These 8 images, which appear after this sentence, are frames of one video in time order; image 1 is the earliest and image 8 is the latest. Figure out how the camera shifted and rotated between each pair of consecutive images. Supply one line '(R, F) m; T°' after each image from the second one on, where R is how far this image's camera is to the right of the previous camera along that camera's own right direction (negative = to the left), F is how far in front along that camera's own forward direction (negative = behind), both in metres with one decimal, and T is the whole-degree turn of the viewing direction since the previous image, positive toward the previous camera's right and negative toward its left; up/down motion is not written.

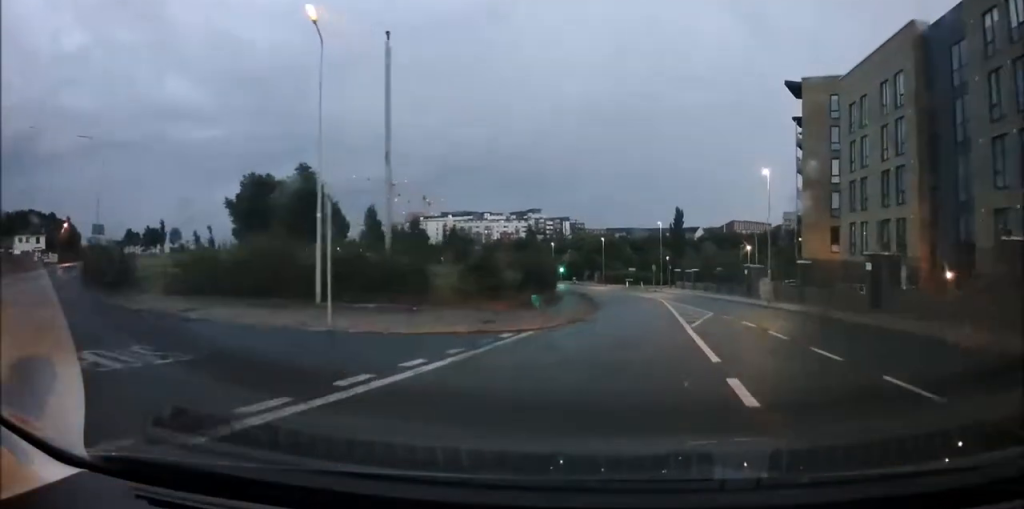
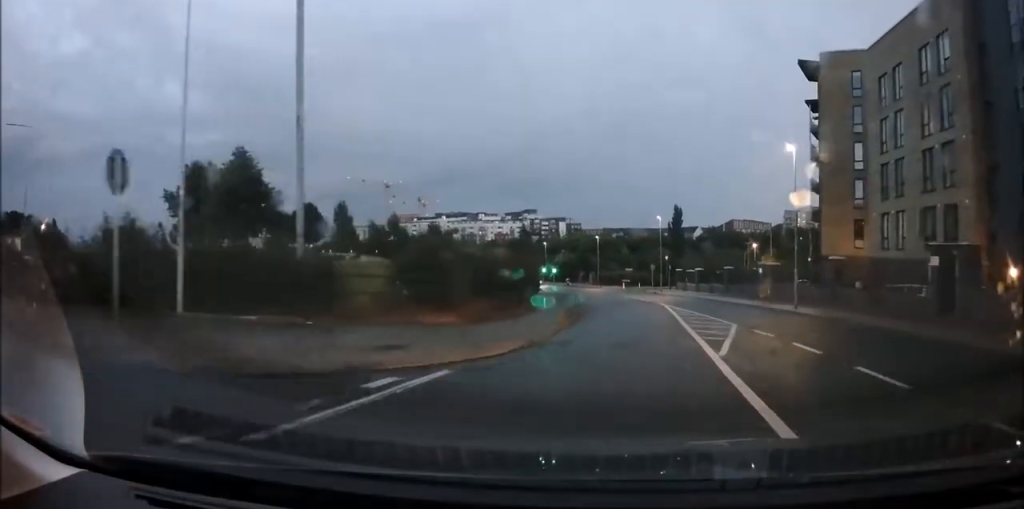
(-0.1, +6.9) m; -1°
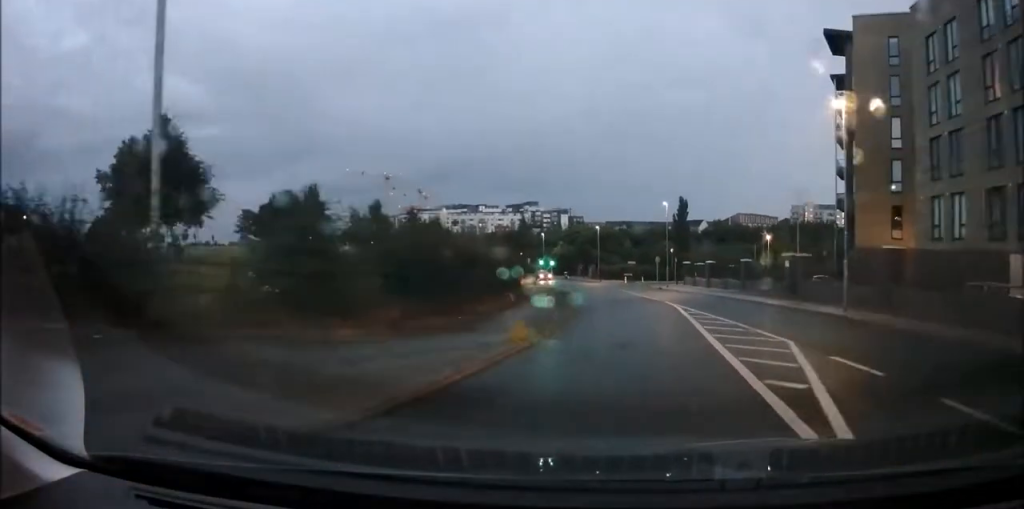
(0.0, +7.0) m; -1°
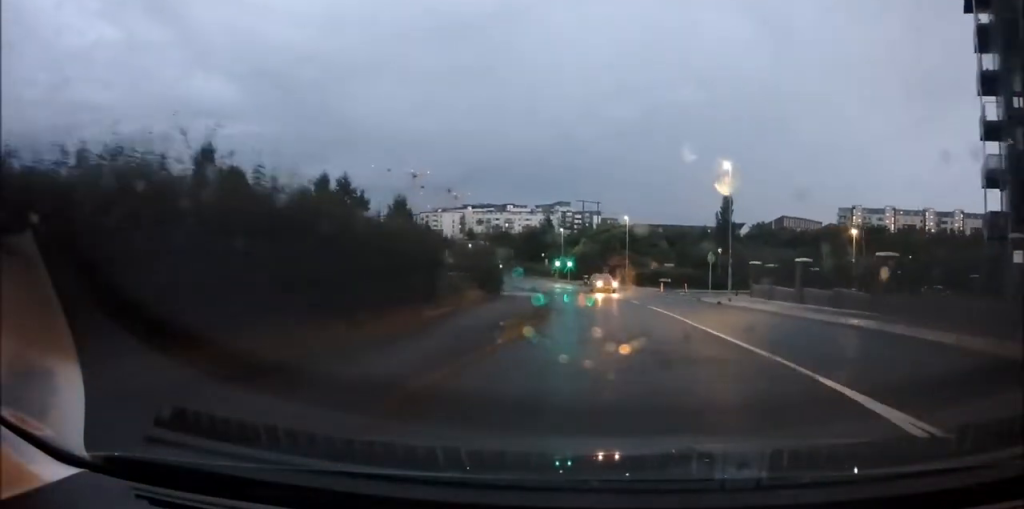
(-0.7, +21.5) m; -4°
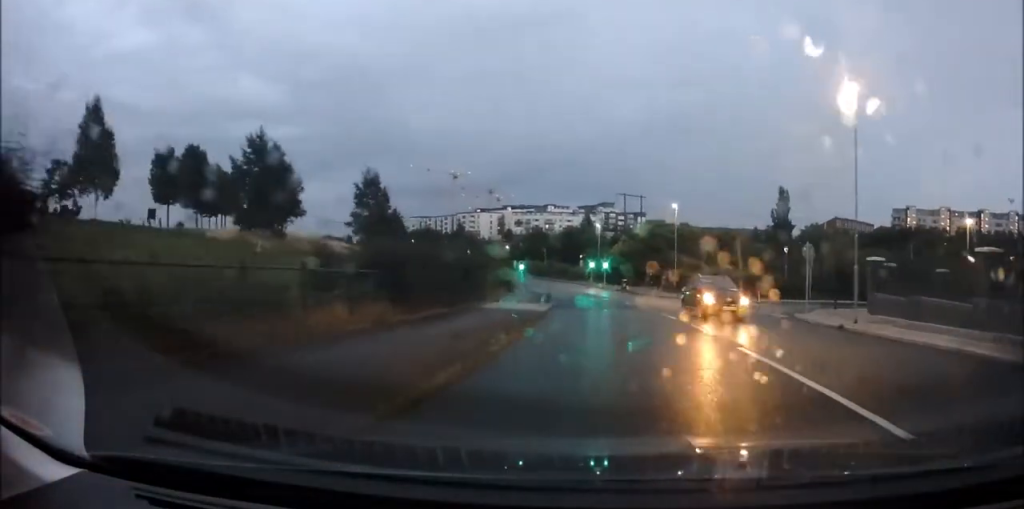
(-0.4, +15.2) m; -3°
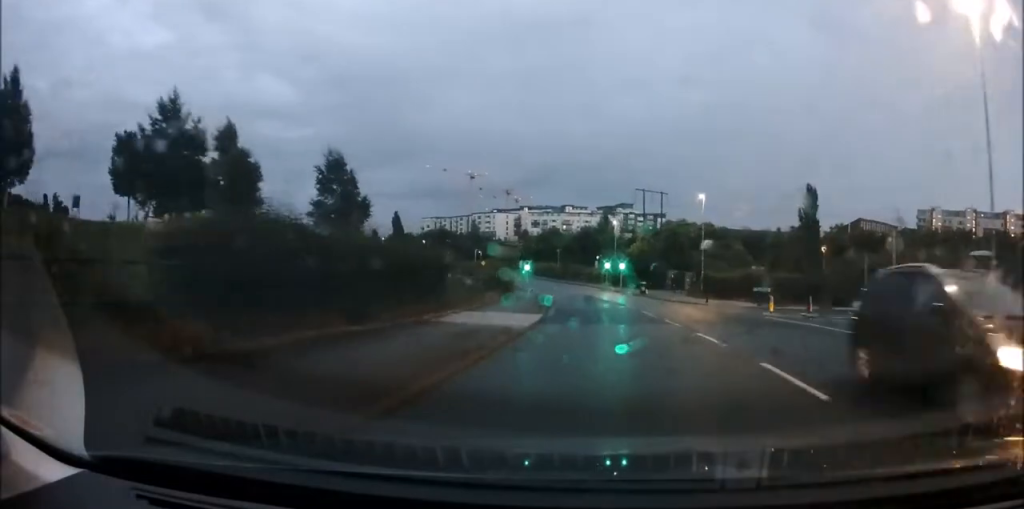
(0.0, +7.8) m; -2°
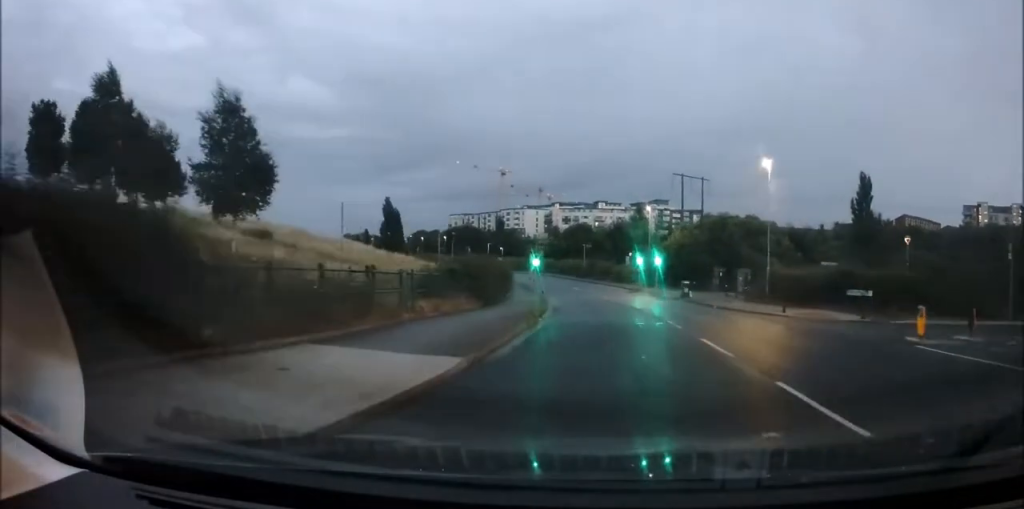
(-0.5, +13.1) m; -5°
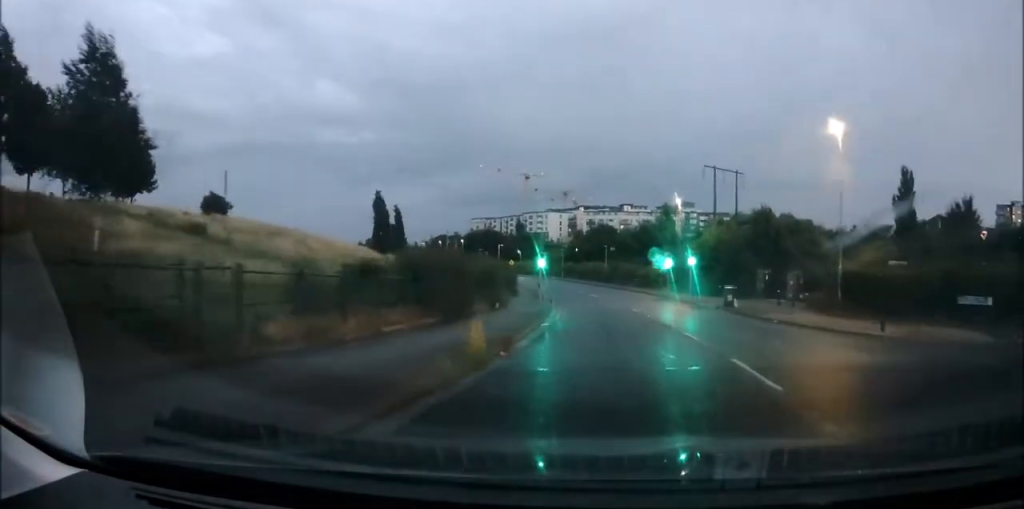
(-0.4, +8.8) m; -3°
